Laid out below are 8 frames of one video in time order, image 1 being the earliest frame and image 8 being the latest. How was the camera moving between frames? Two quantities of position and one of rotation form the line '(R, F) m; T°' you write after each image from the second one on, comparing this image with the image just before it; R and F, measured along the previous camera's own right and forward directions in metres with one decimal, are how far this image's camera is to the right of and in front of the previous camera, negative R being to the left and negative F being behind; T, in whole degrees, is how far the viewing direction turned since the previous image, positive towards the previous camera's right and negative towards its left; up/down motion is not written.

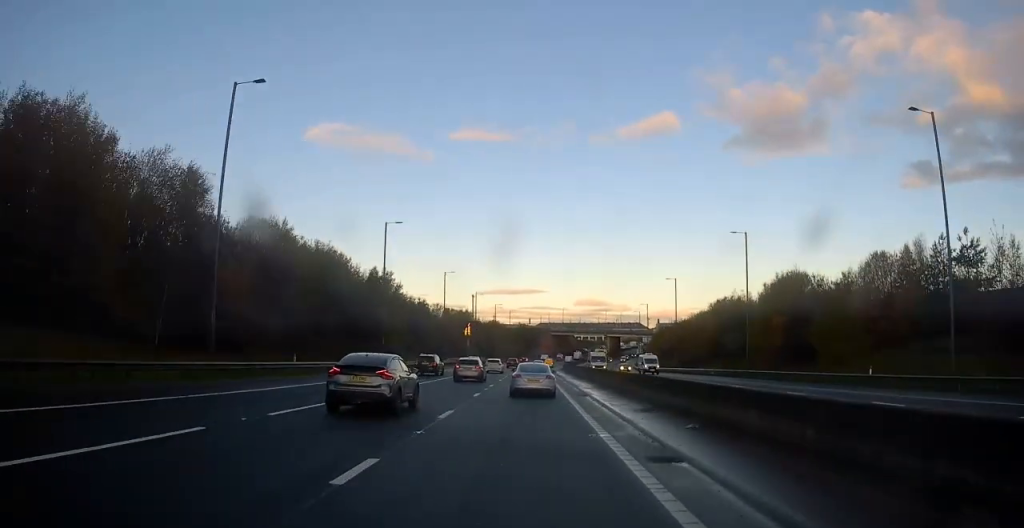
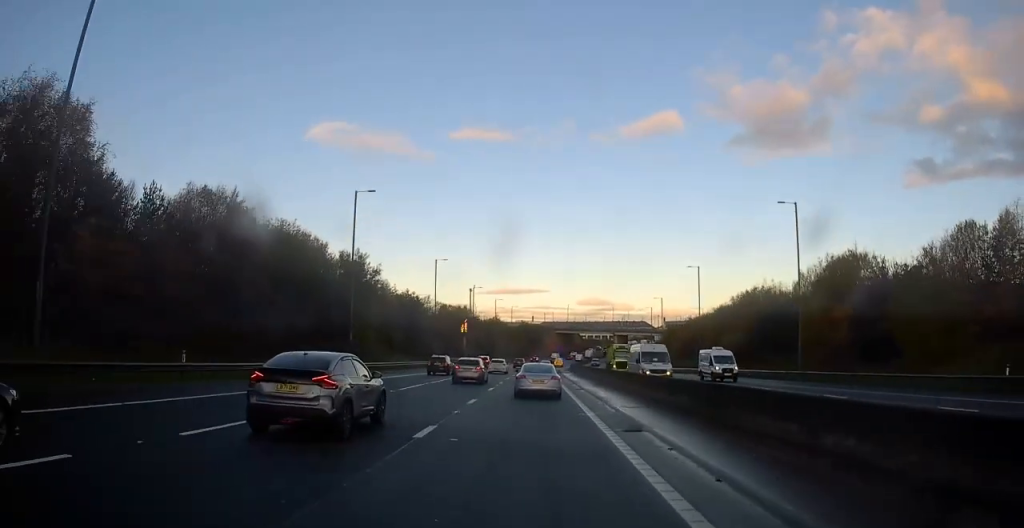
(-0.3, +13.3) m; 0°
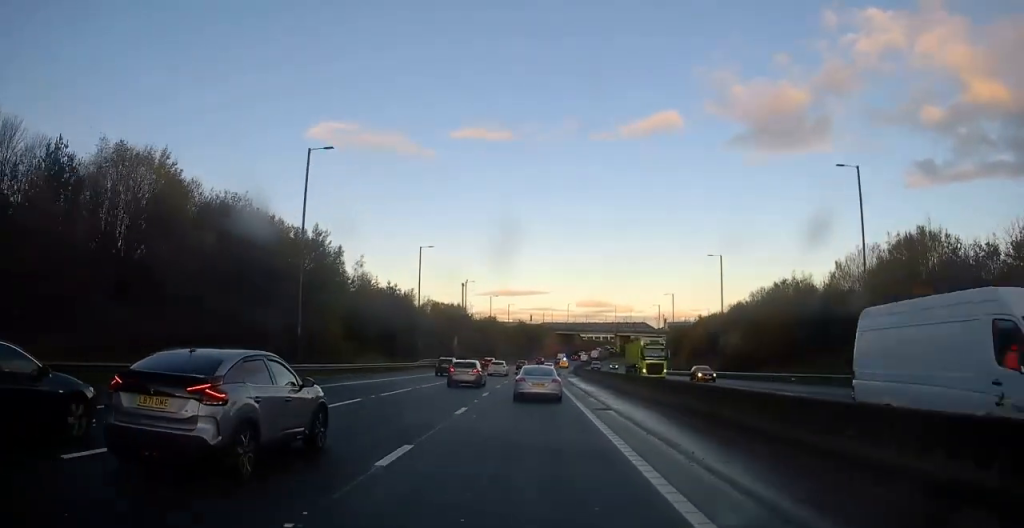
(+0.2, +12.3) m; +1°
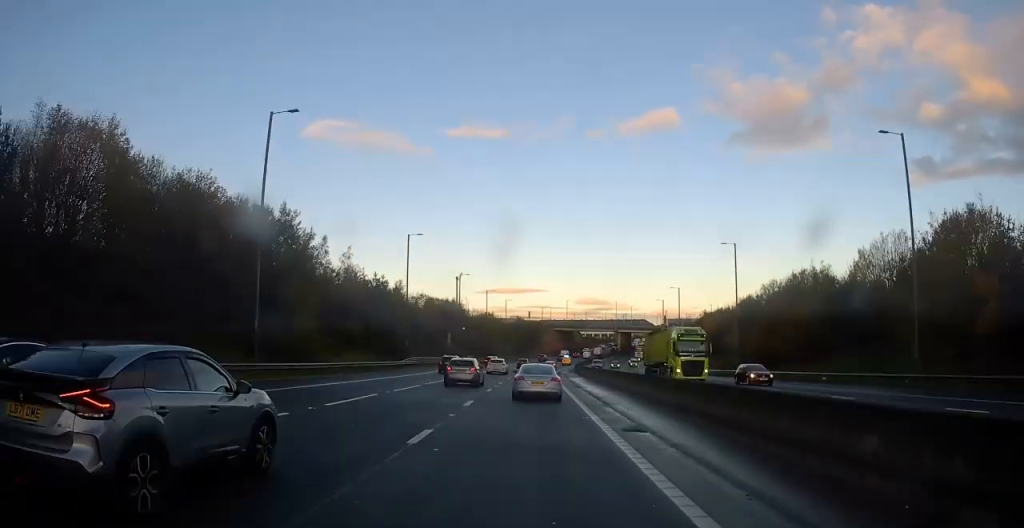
(0.0, +6.7) m; 0°
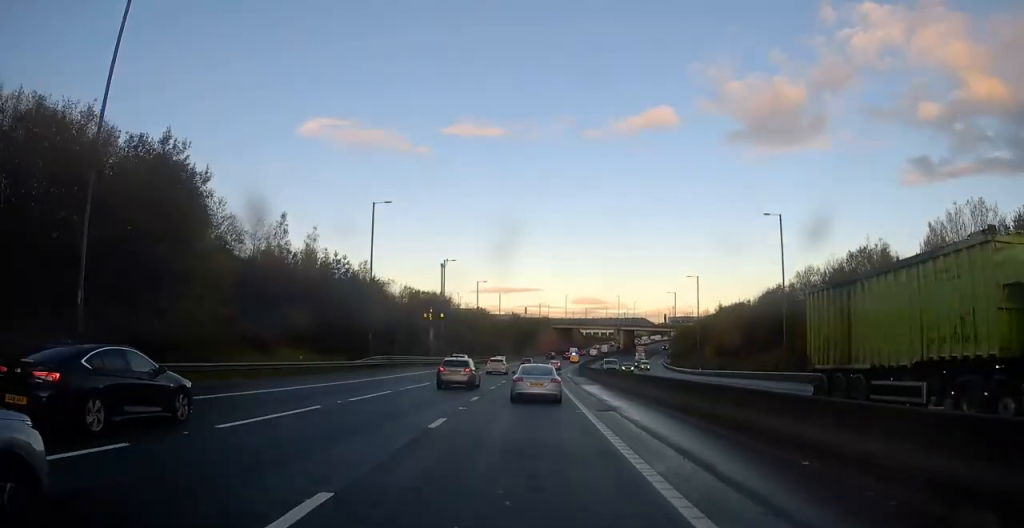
(0.0, +15.8) m; 0°
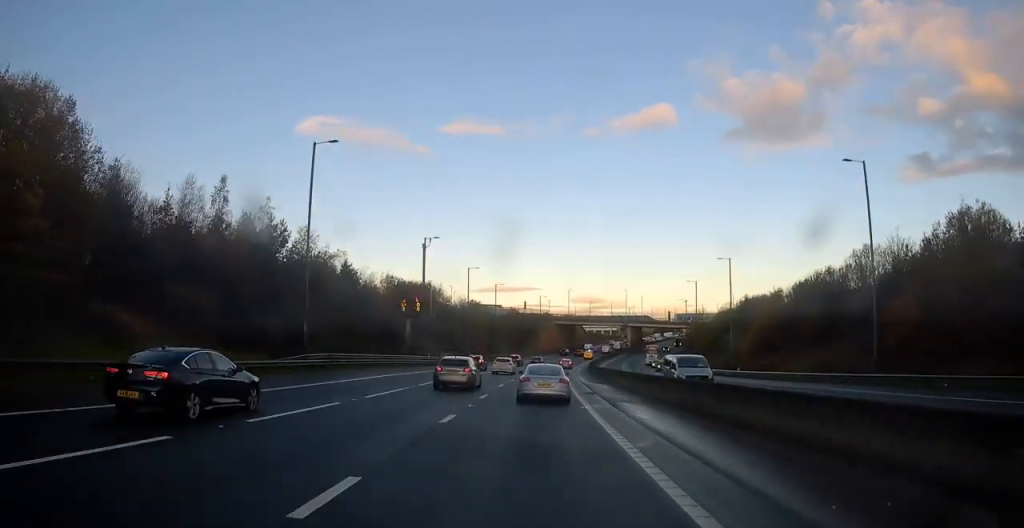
(+0.1, +17.4) m; 0°
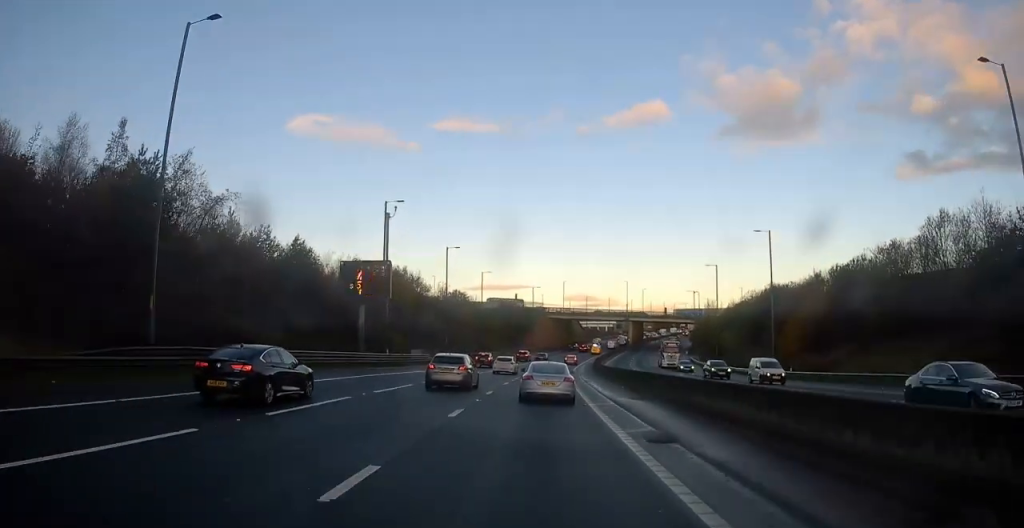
(-0.1, +17.6) m; 0°
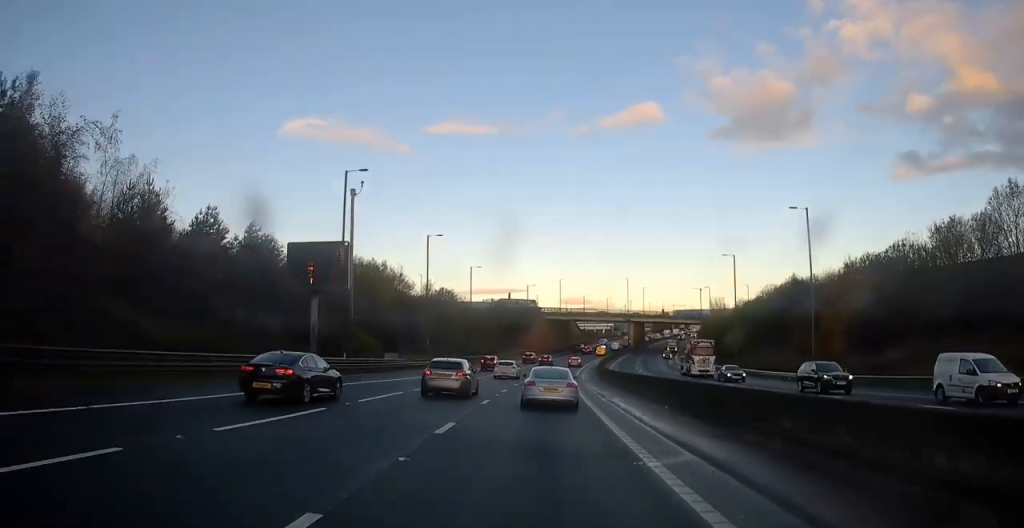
(-0.2, +11.4) m; 0°
